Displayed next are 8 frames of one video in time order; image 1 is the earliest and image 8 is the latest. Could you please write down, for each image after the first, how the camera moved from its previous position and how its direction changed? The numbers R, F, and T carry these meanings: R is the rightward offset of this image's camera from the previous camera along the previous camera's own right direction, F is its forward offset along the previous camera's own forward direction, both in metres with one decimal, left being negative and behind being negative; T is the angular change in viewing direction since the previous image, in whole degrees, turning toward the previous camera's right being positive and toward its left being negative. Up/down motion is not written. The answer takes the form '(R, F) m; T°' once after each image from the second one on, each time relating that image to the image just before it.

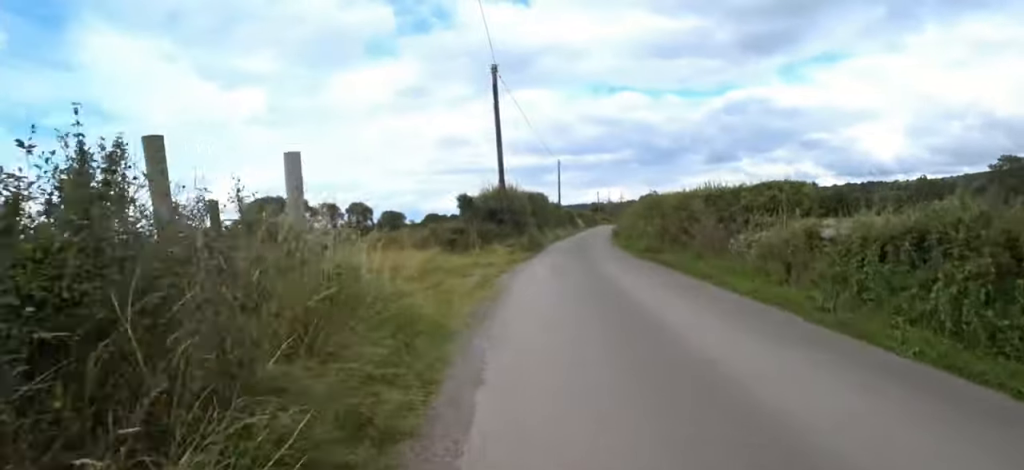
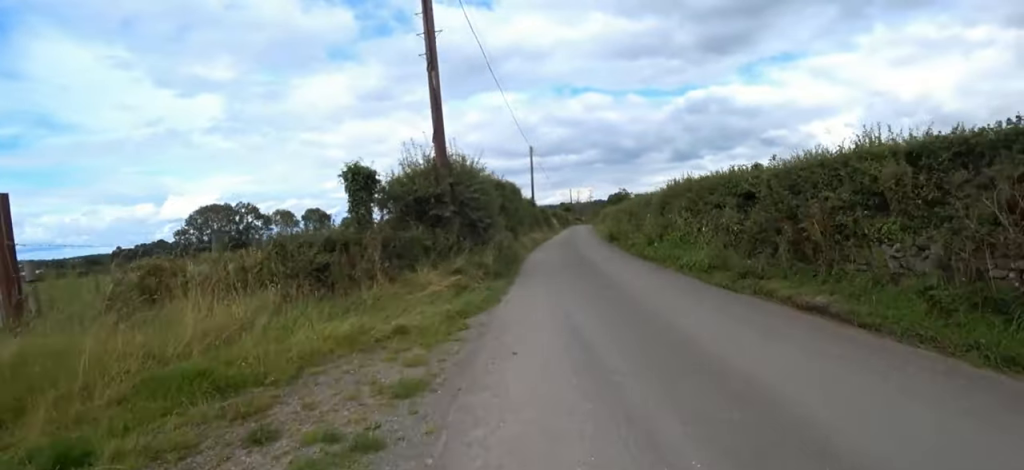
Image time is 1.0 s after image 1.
(0.0, +8.1) m; +7°
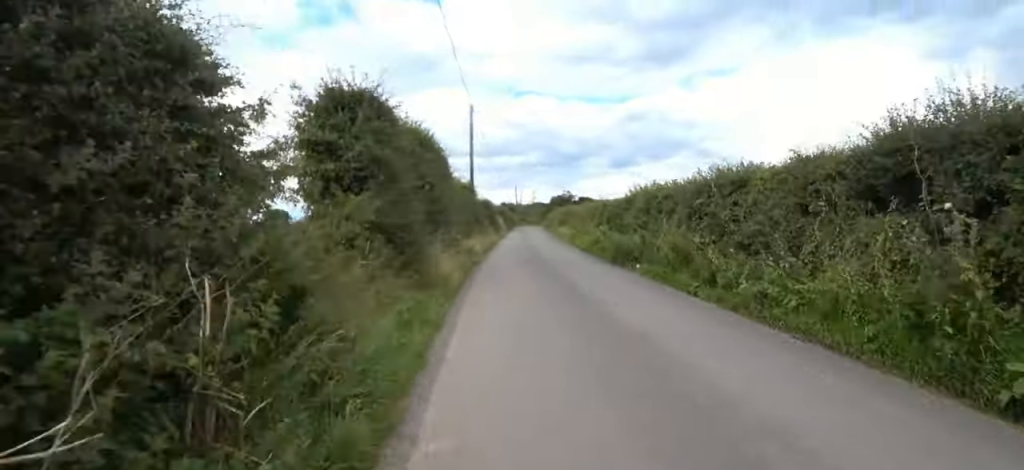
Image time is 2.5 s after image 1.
(+1.9, +11.5) m; +10°
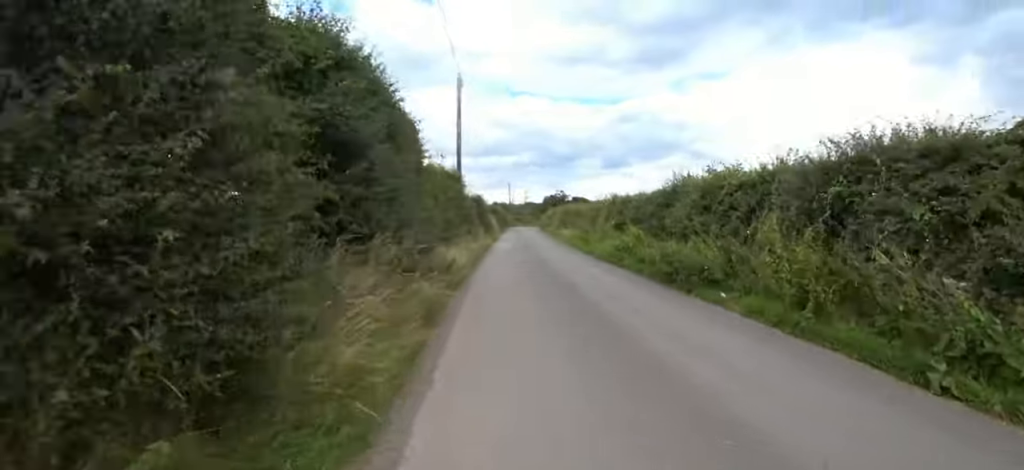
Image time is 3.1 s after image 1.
(-0.3, +4.6) m; -5°
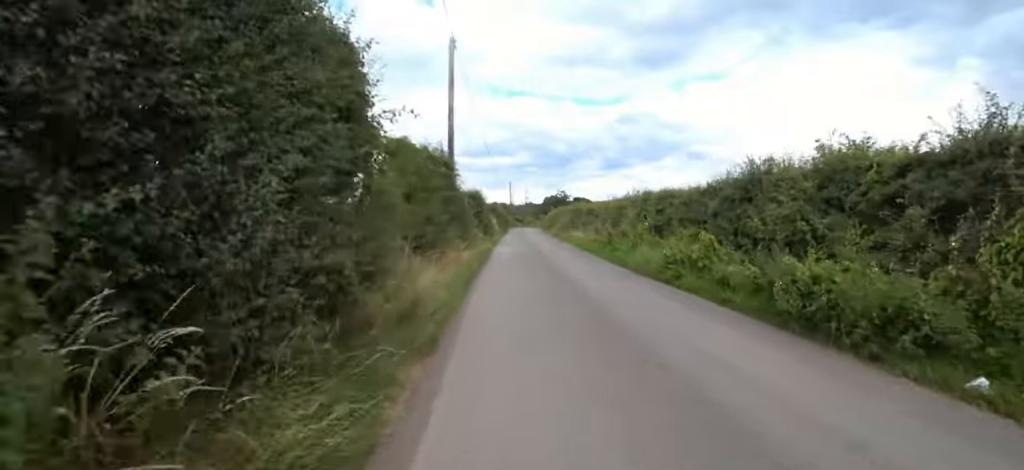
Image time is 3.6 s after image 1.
(-0.1, +4.0) m; -3°
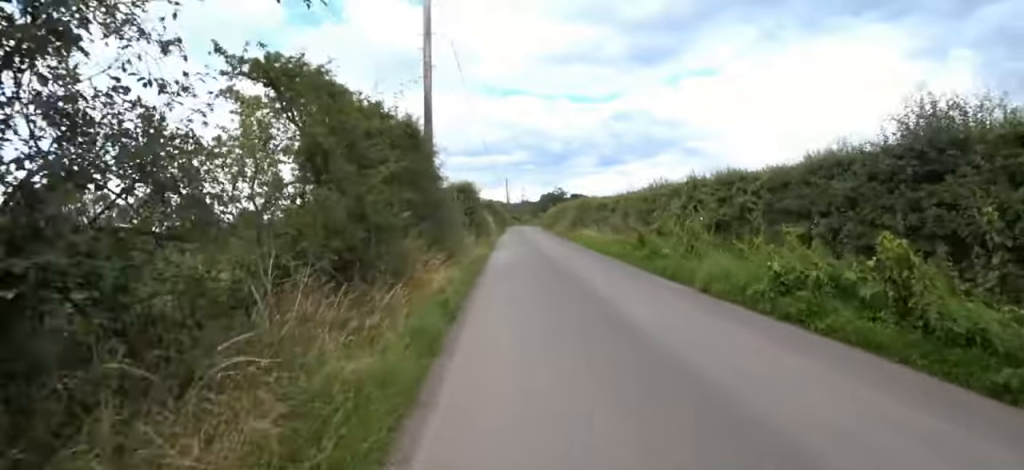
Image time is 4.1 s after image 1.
(-0.3, +4.1) m; +2°
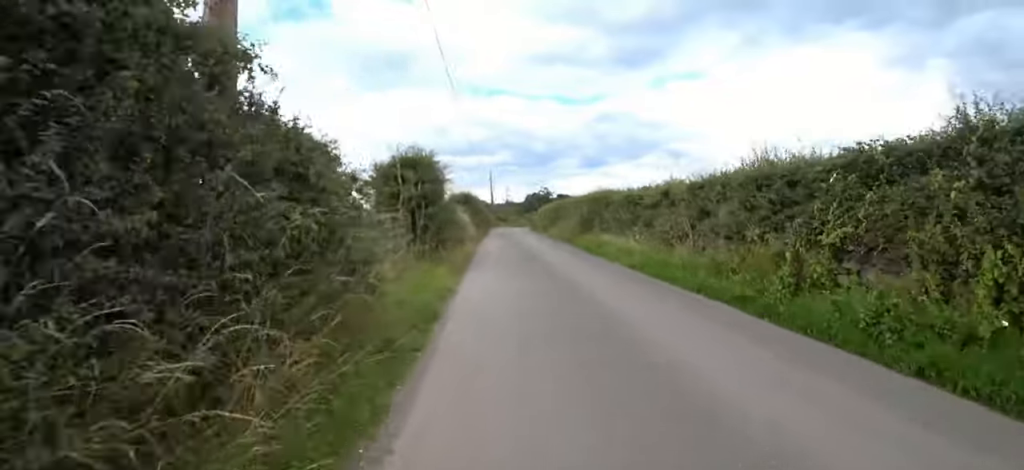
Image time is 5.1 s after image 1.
(+0.4, +7.6) m; +1°
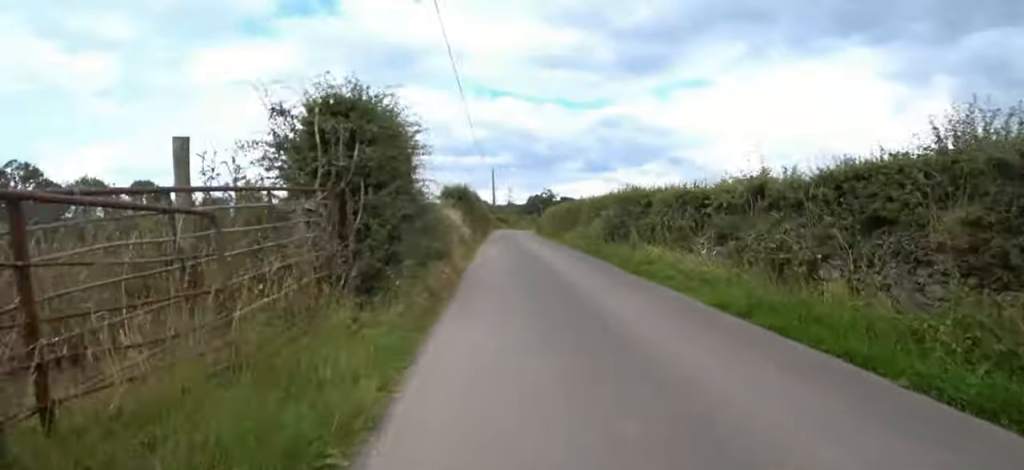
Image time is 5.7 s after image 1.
(+0.2, +4.6) m; 0°
